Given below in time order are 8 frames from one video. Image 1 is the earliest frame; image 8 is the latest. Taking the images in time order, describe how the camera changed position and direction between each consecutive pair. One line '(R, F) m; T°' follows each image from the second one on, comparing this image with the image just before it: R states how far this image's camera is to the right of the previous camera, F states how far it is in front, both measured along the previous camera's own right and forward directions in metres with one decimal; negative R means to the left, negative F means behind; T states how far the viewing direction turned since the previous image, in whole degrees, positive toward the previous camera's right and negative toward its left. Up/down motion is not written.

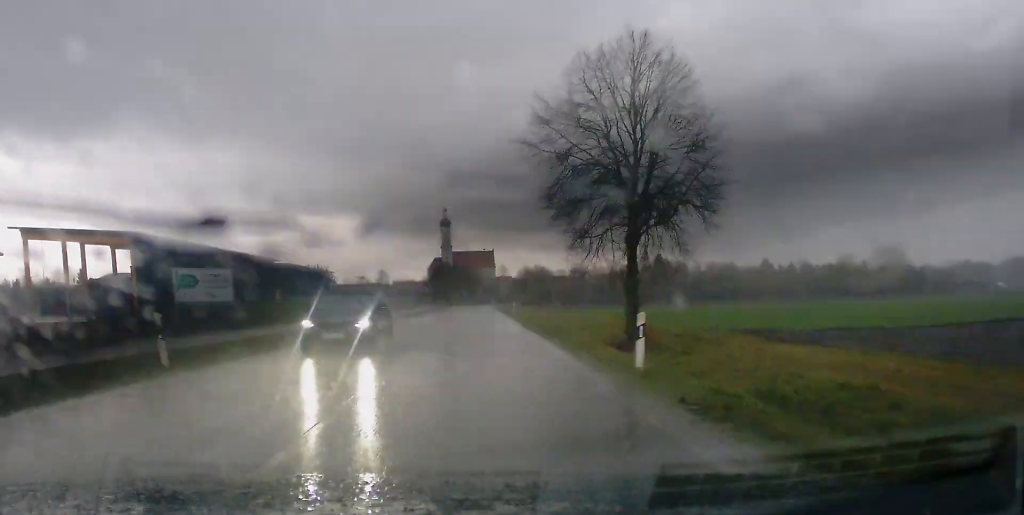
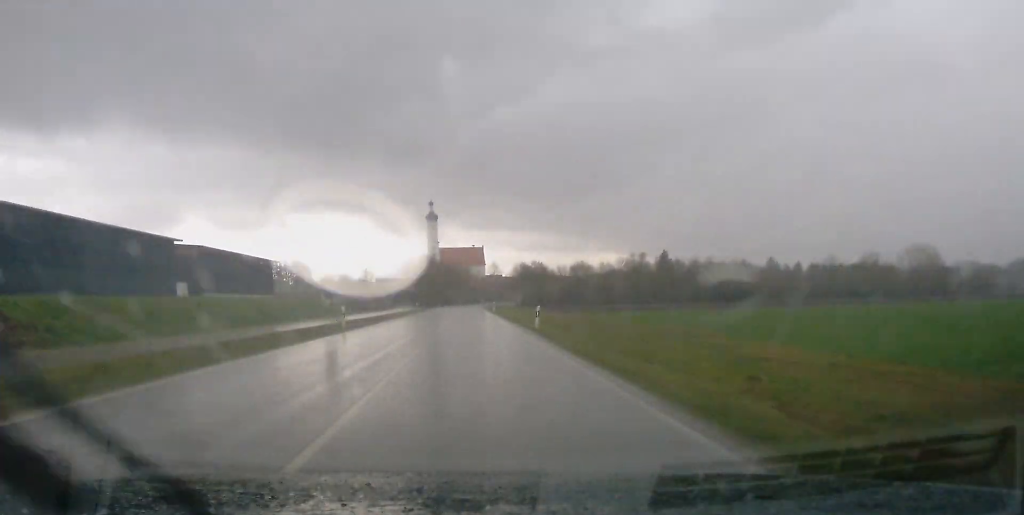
(0.0, +31.1) m; 0°
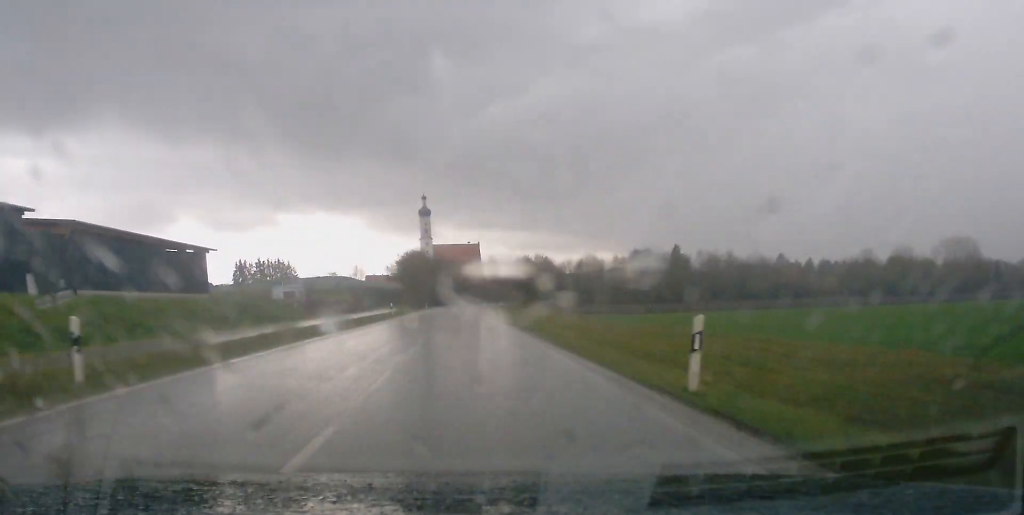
(+0.2, +24.0) m; 0°
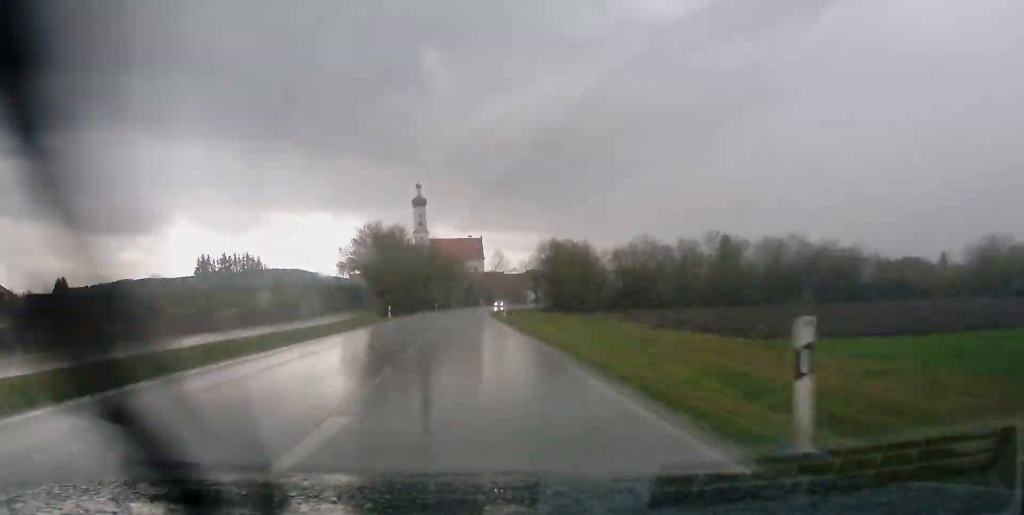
(+0.1, +54.1) m; 0°
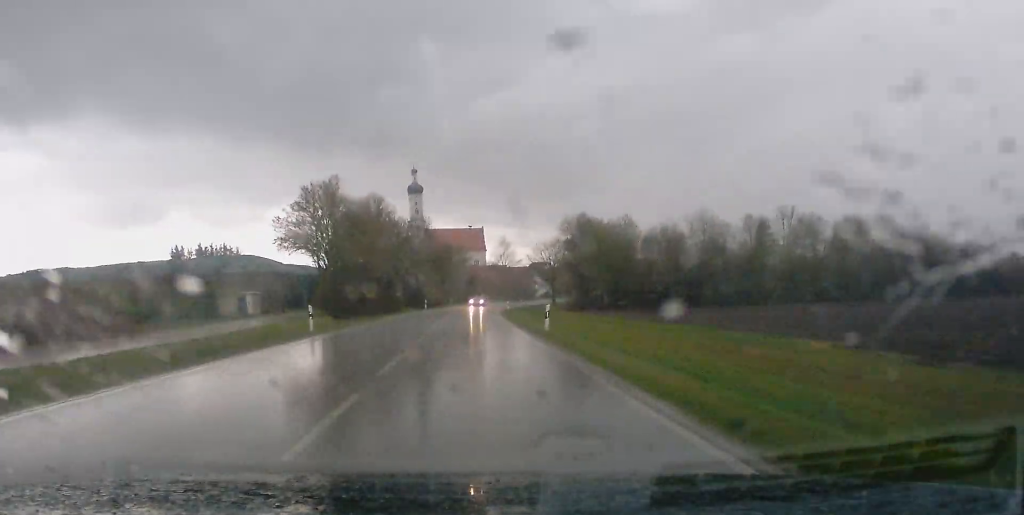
(0.0, +28.8) m; 0°
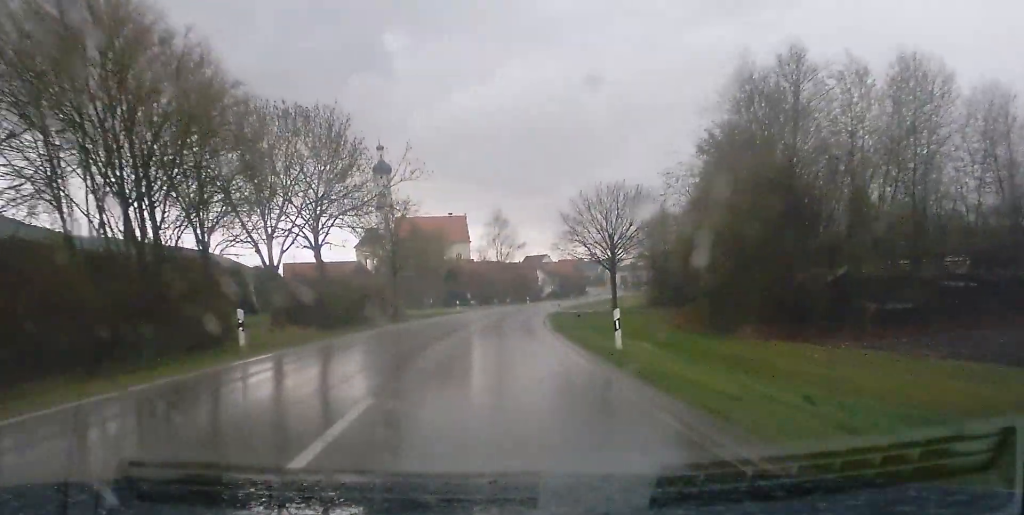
(+0.5, +59.5) m; +3°
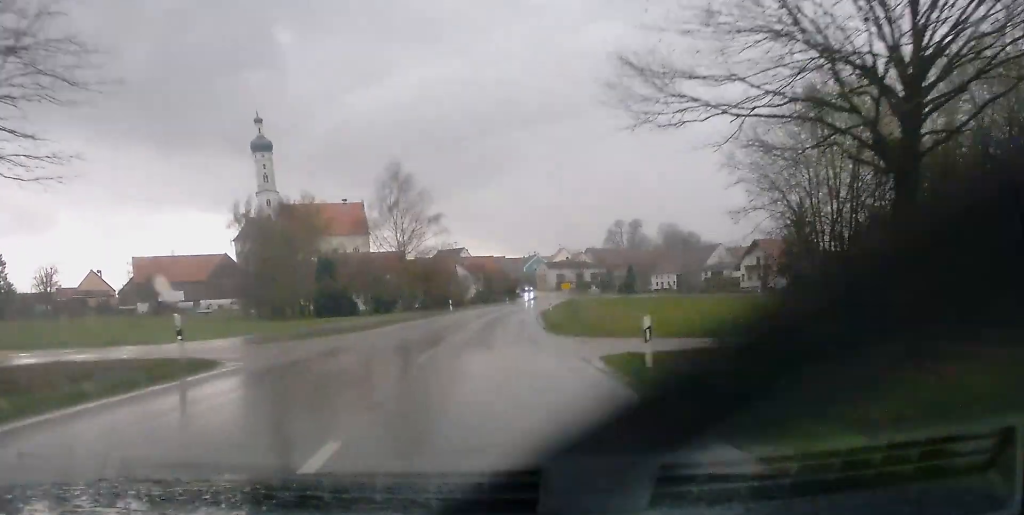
(+2.5, +50.0) m; +6°
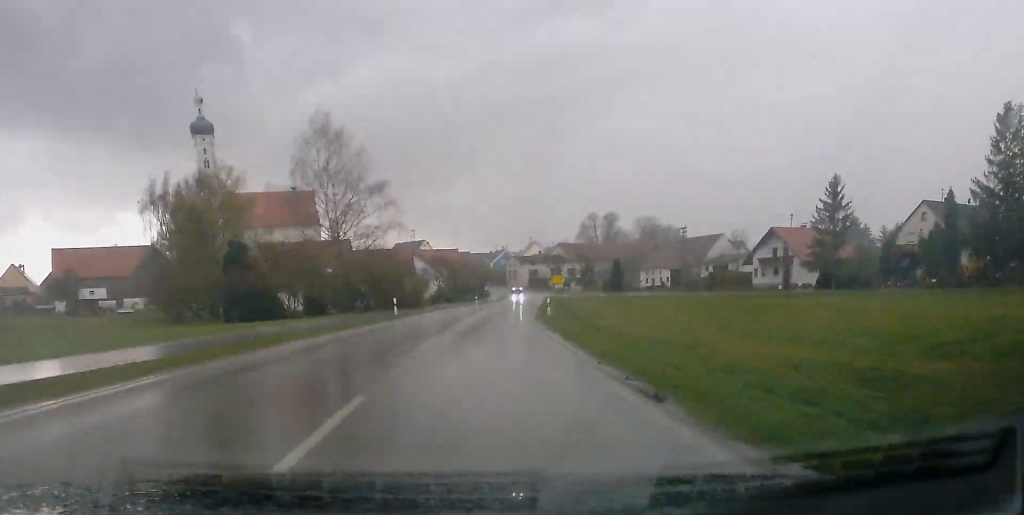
(+0.4, +22.9) m; +2°
